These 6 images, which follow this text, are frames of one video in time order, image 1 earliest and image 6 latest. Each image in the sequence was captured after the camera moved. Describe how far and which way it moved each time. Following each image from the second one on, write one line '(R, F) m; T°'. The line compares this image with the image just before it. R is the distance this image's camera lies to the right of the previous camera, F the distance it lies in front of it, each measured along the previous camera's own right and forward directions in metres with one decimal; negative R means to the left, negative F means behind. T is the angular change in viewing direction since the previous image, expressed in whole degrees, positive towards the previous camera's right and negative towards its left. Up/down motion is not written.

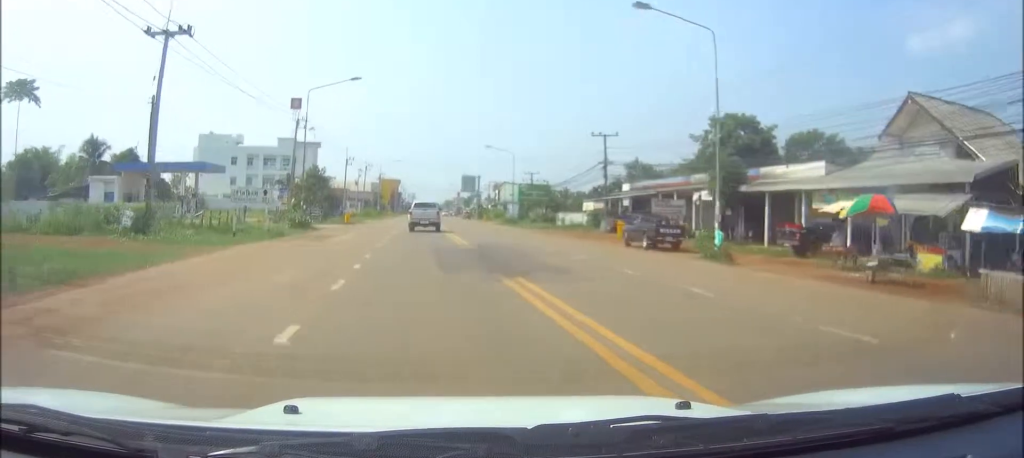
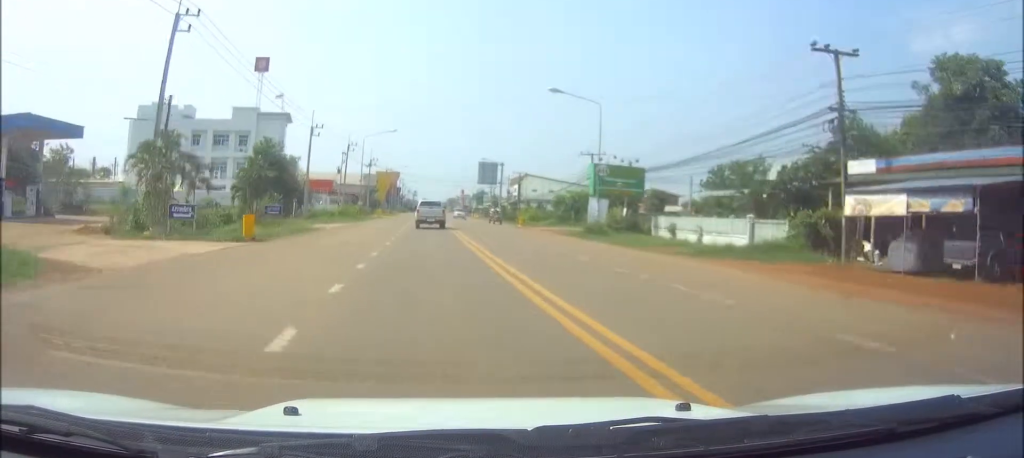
(0.0, +36.9) m; 0°
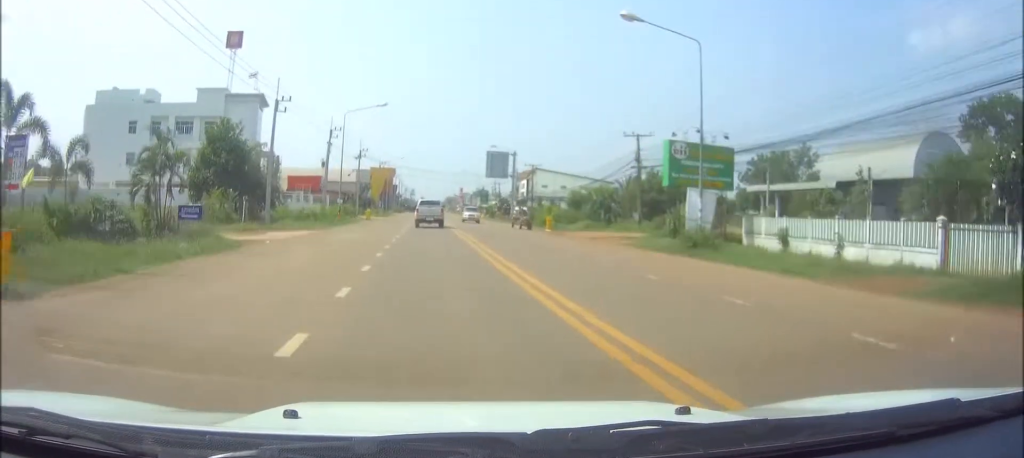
(0.0, +16.3) m; 0°
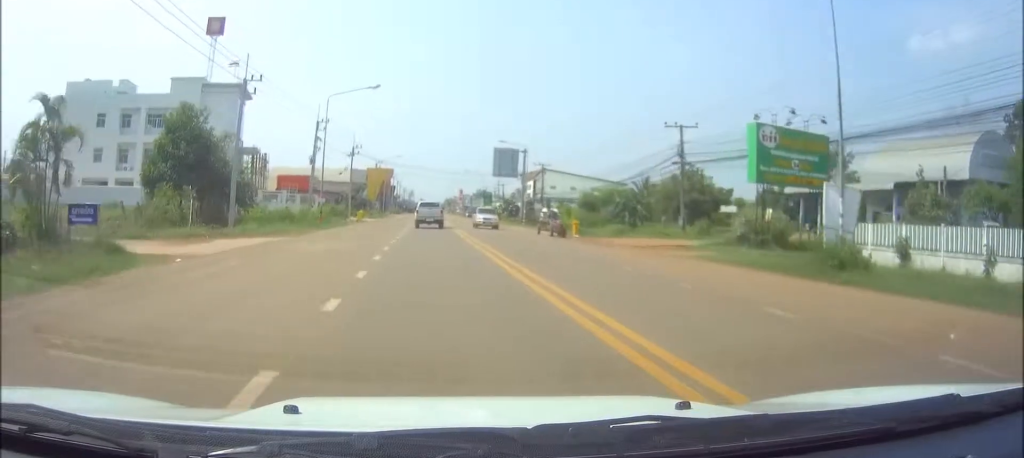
(0.0, +9.5) m; 0°
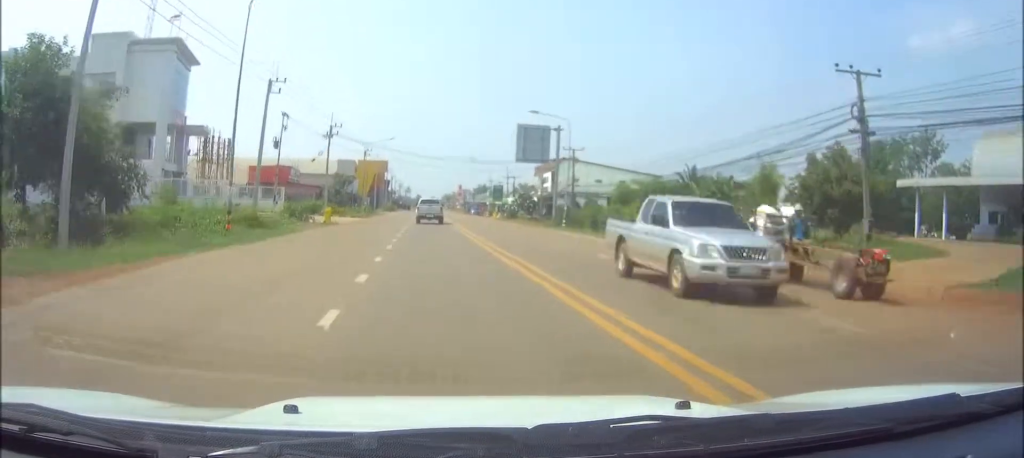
(+0.1, +21.4) m; 0°
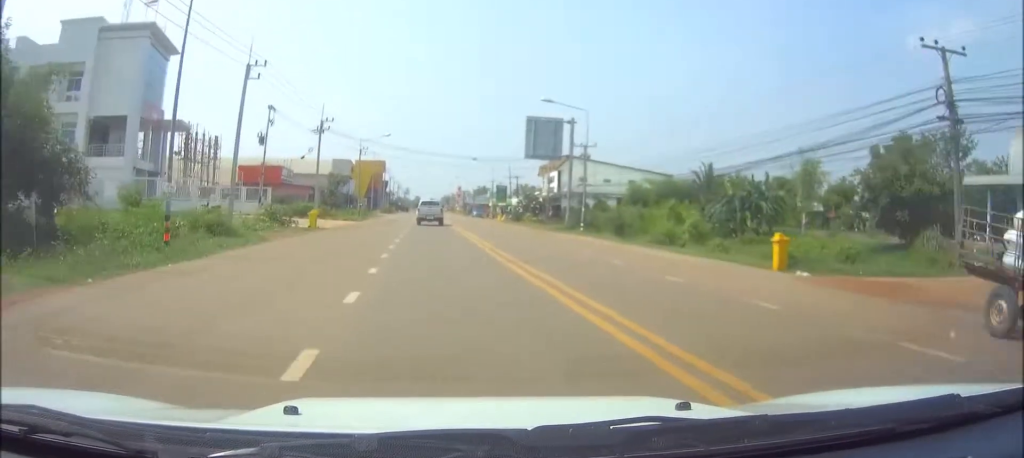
(0.0, +5.9) m; 0°
